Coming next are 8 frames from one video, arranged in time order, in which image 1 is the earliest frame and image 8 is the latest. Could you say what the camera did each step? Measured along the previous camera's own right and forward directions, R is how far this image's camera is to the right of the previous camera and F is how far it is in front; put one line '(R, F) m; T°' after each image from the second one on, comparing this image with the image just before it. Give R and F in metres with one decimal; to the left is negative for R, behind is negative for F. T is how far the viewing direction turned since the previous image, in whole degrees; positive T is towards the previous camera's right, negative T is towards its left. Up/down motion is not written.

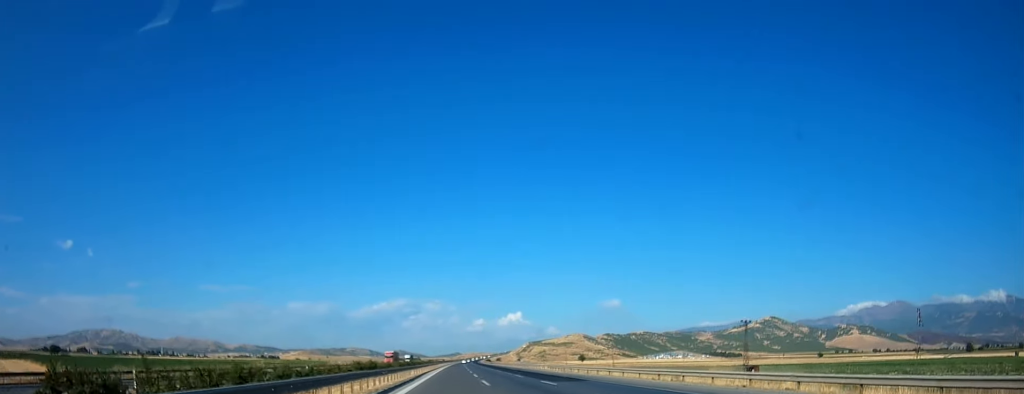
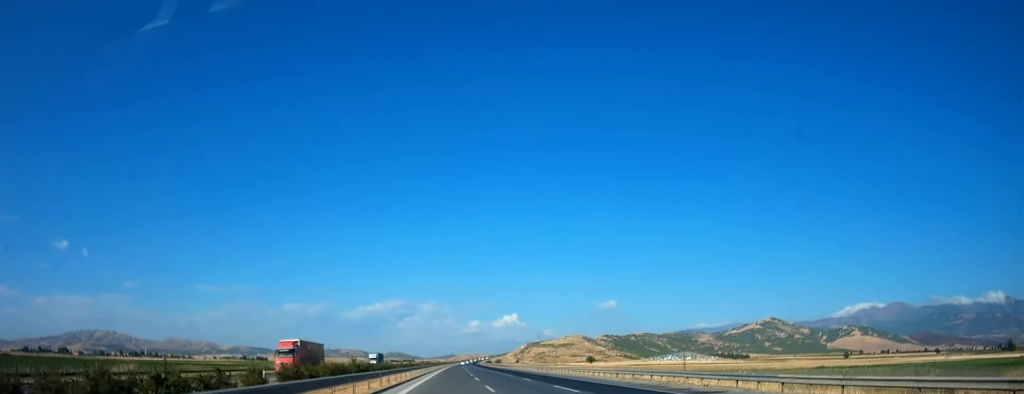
(+0.6, +71.3) m; +1°
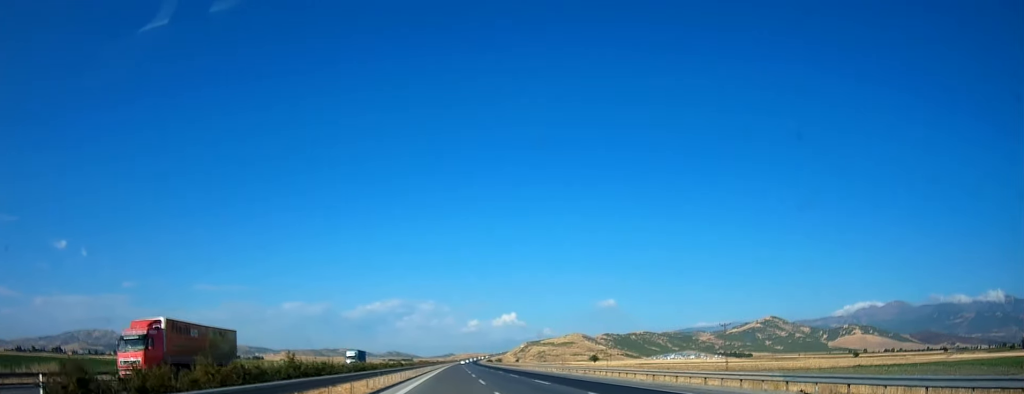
(0.0, +24.4) m; 0°
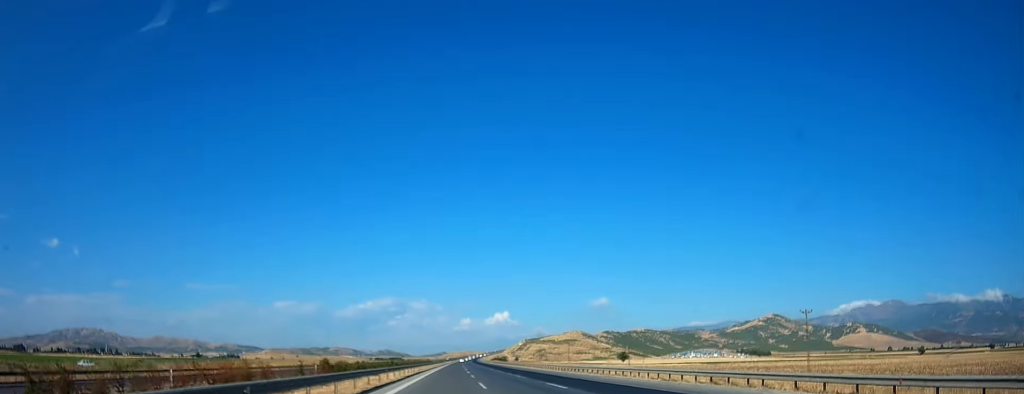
(+1.5, +137.6) m; +1°
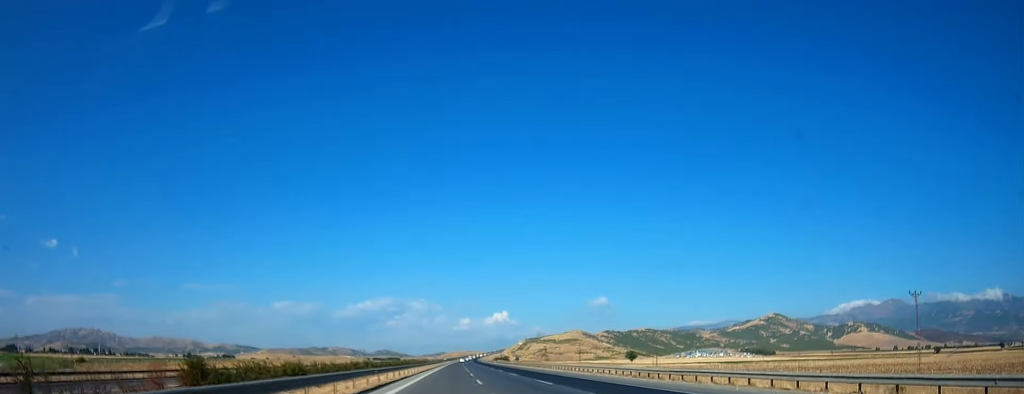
(0.0, +28.0) m; 0°
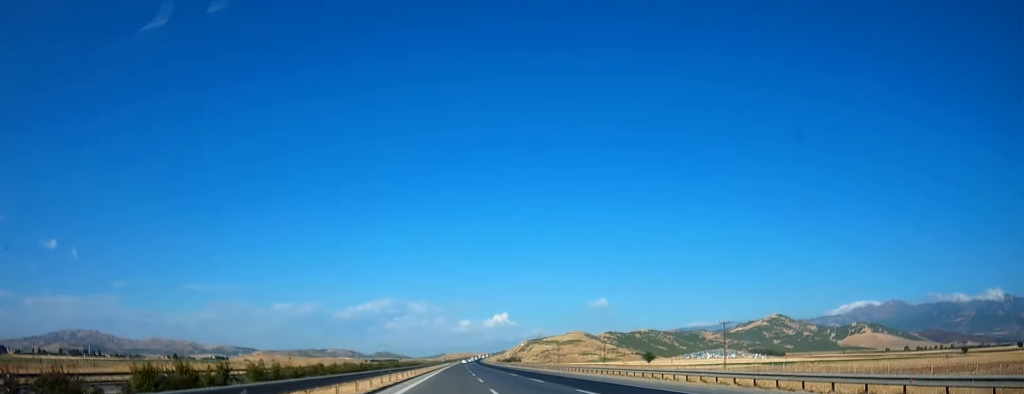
(0.0, +44.3) m; 0°
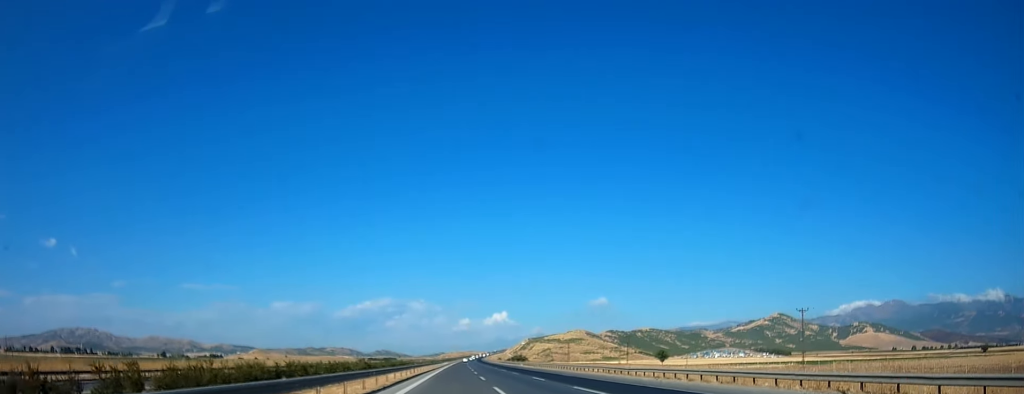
(0.0, +31.5) m; 0°
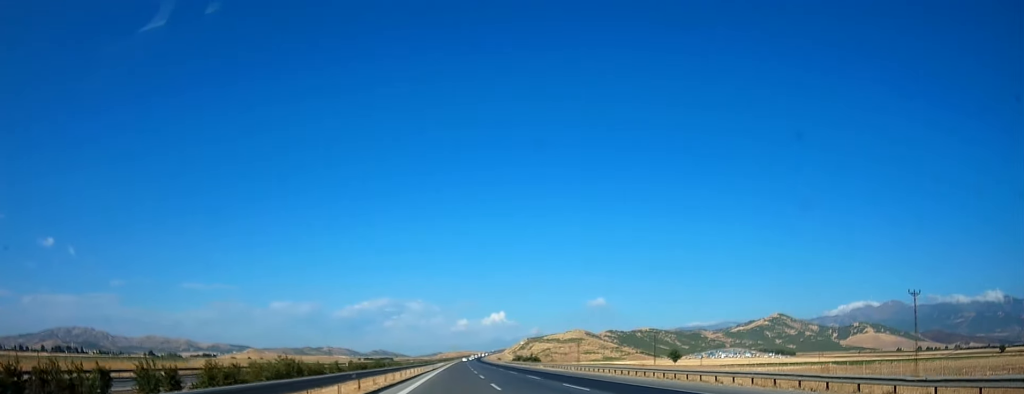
(0.0, +29.7) m; 0°
